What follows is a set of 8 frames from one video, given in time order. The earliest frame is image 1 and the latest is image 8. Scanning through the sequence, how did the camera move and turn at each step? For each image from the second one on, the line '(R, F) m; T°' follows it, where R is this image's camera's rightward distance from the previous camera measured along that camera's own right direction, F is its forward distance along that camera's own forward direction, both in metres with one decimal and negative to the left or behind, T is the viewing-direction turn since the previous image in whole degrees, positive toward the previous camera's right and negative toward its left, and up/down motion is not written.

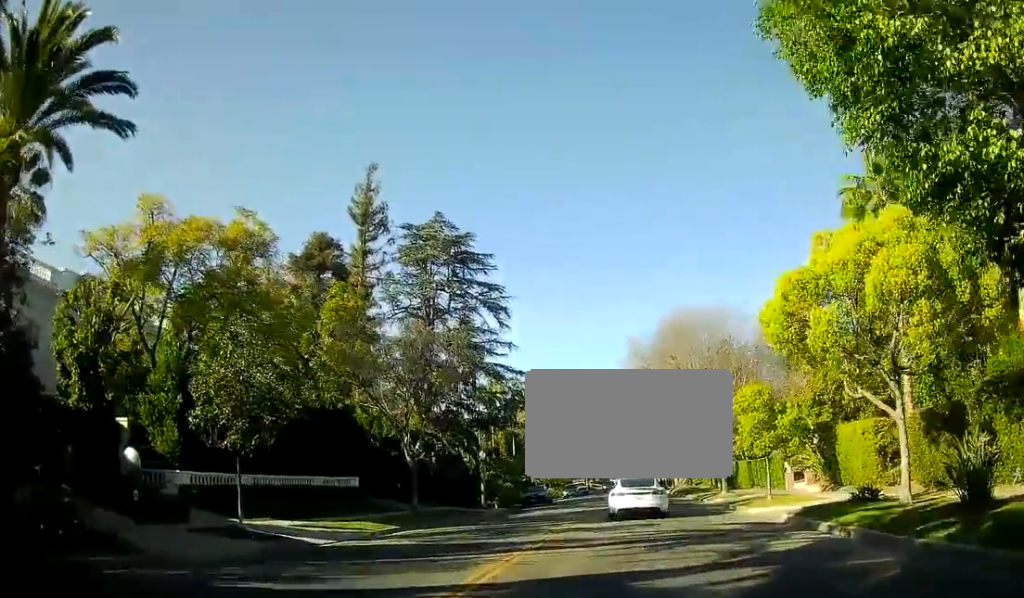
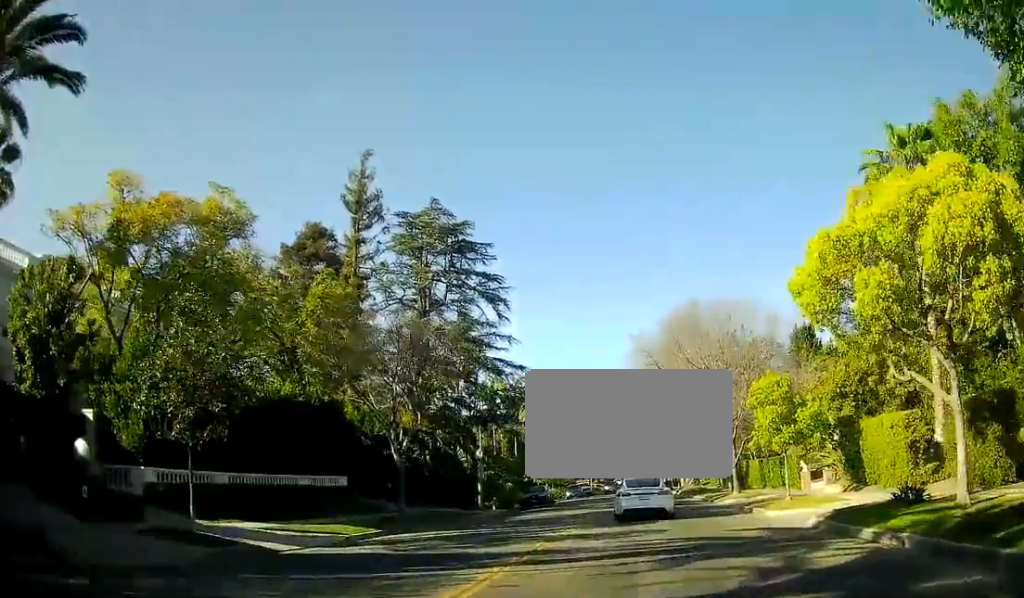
(+0.1, +2.7) m; +2°
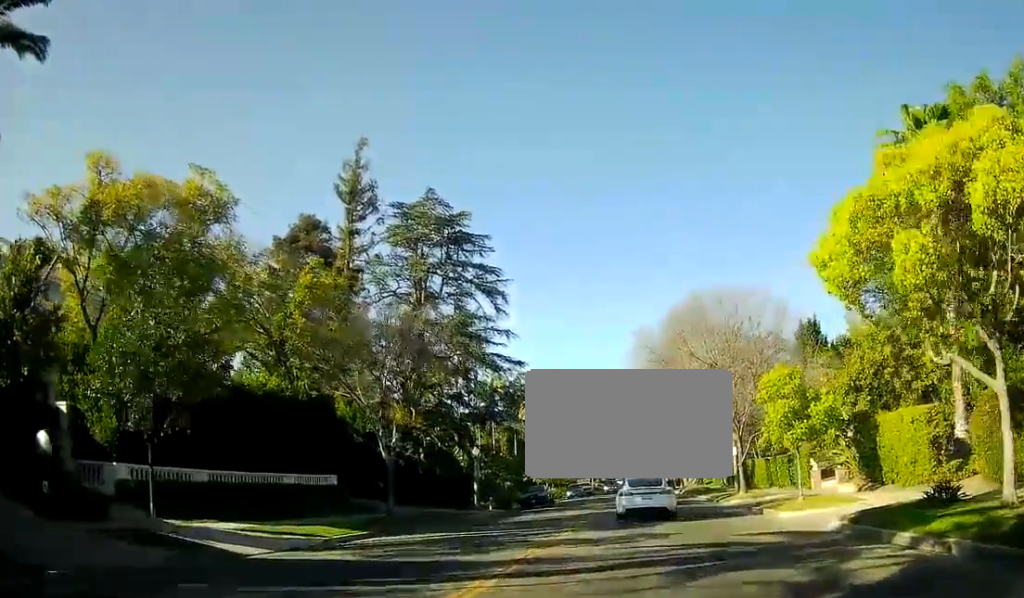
(0.0, +2.0) m; 0°
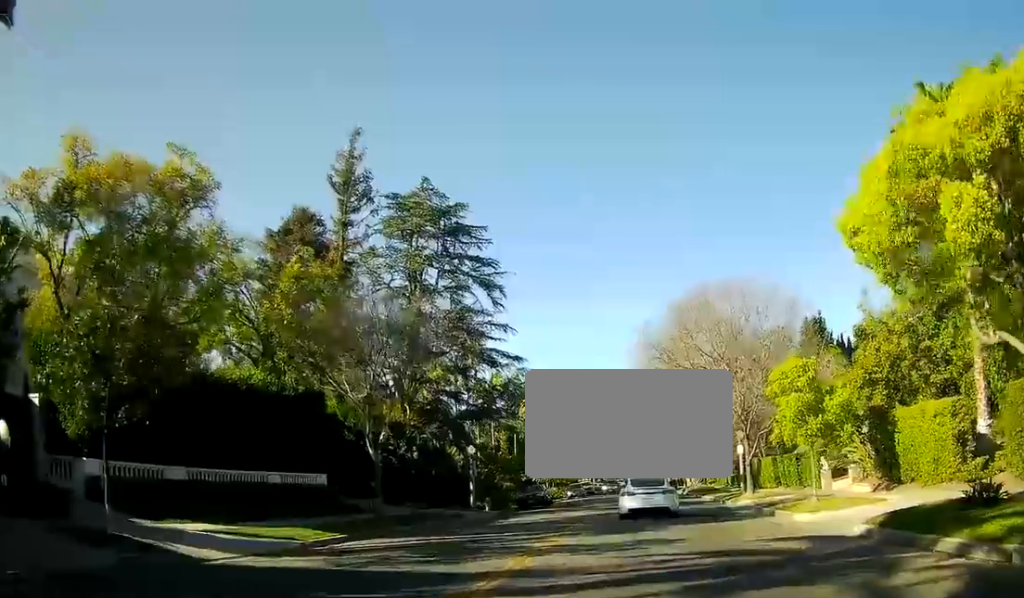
(0.0, +1.8) m; 0°
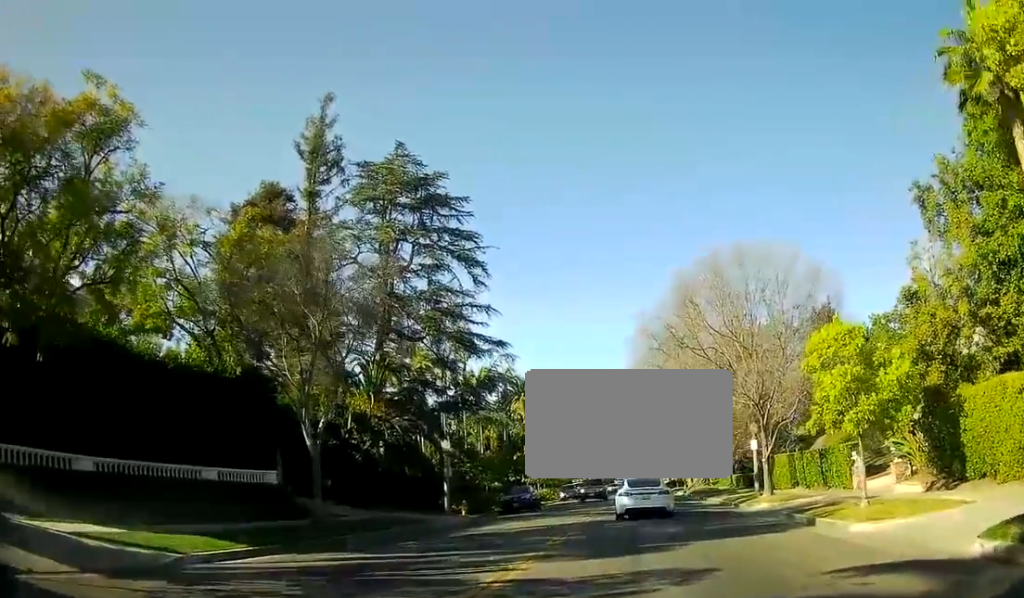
(0.0, +6.2) m; 0°
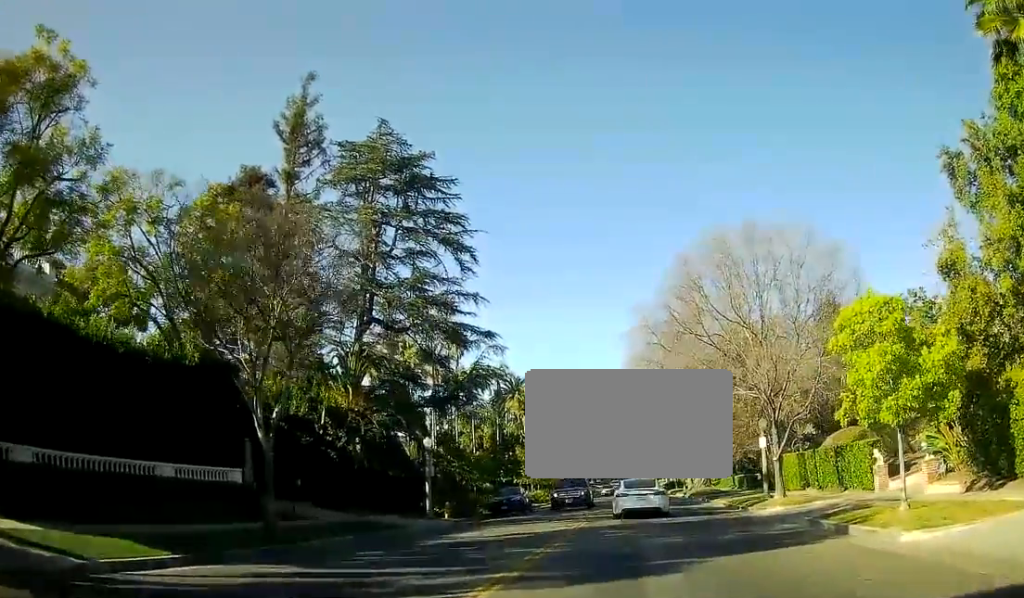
(0.0, +3.6) m; 0°
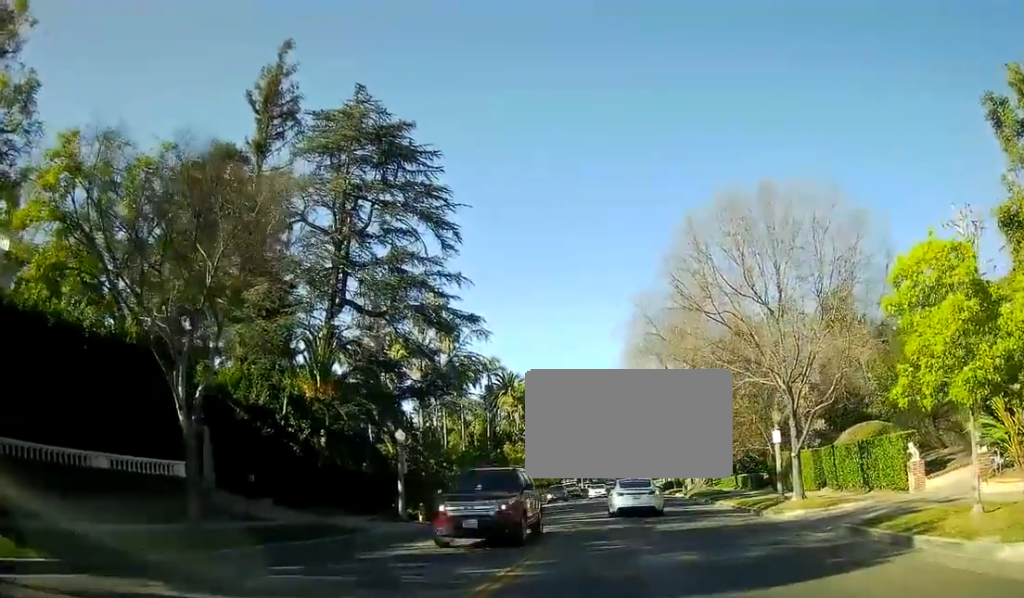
(0.0, +4.7) m; 0°
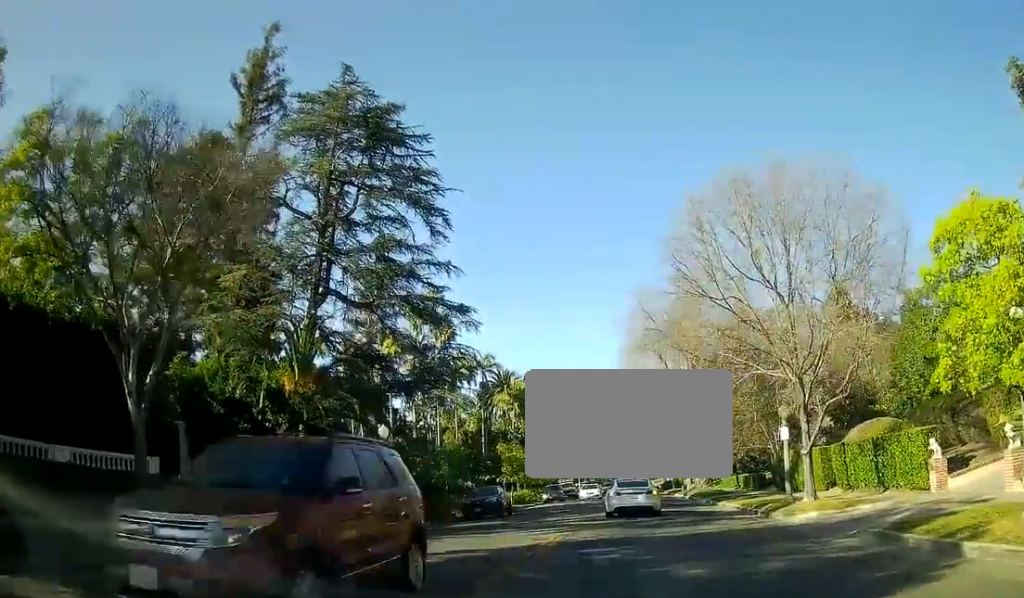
(0.0, +2.3) m; 0°
